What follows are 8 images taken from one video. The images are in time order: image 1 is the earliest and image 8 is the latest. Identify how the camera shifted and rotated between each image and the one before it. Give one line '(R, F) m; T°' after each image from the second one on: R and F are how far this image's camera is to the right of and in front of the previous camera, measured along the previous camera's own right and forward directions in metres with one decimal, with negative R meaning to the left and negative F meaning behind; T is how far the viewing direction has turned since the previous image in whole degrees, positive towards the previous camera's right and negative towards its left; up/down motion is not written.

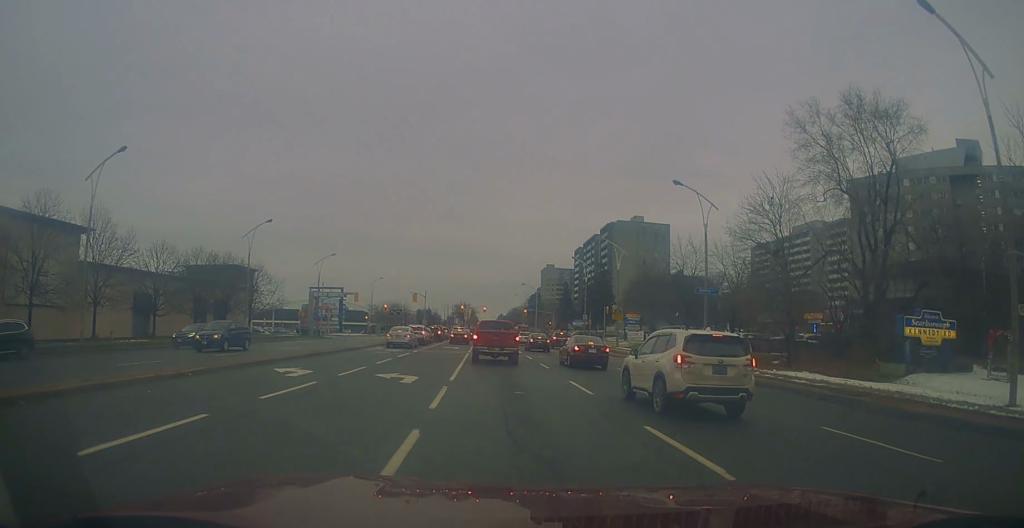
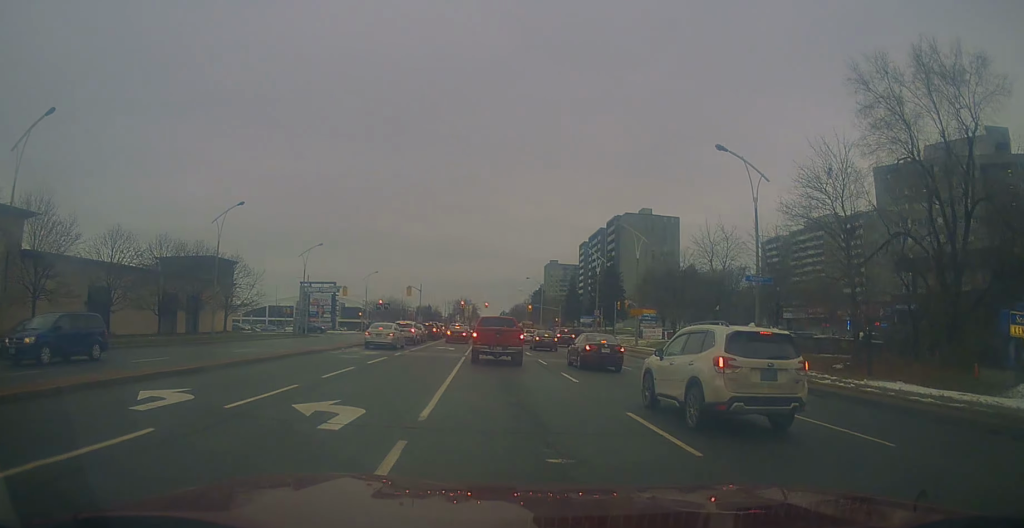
(-0.2, +7.8) m; 0°
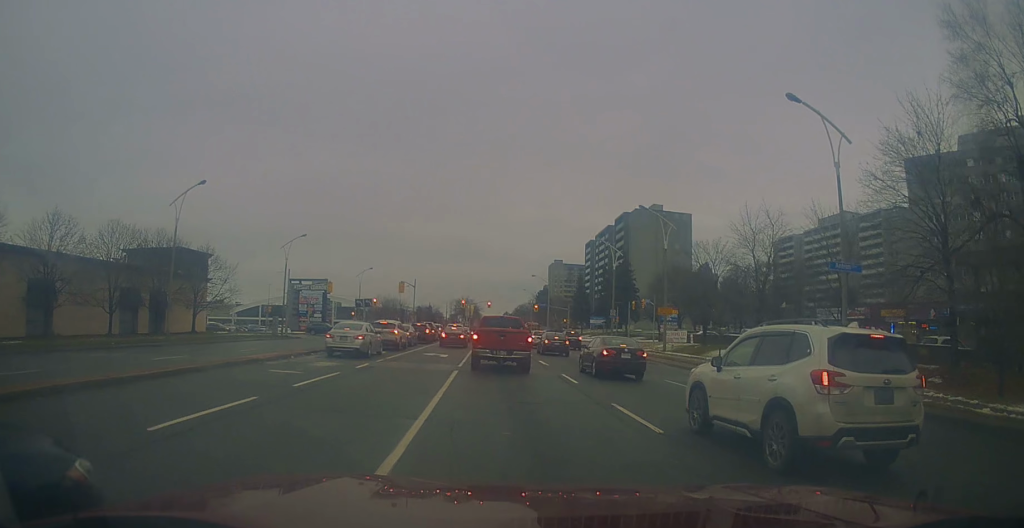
(+0.1, +8.6) m; 0°
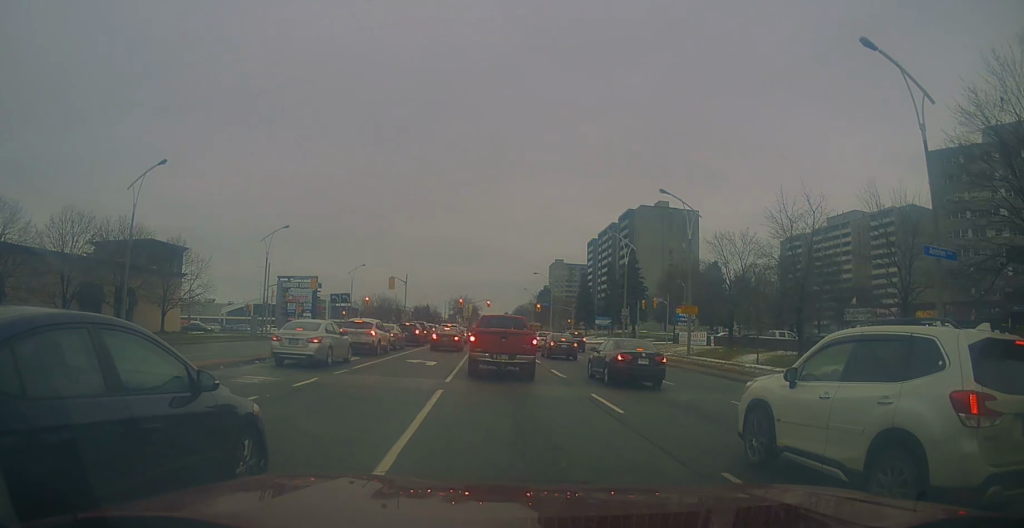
(+0.1, +6.5) m; 0°
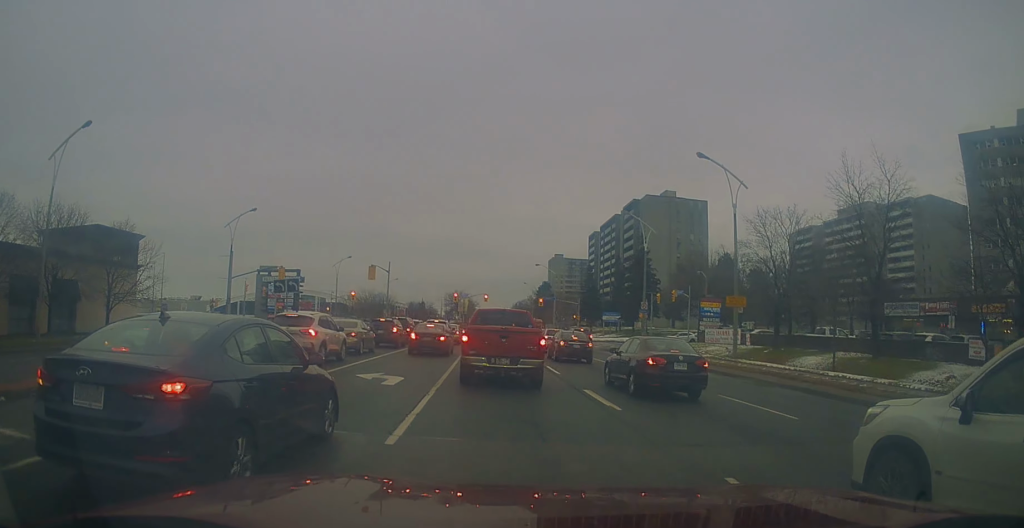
(-0.1, +9.3) m; -1°
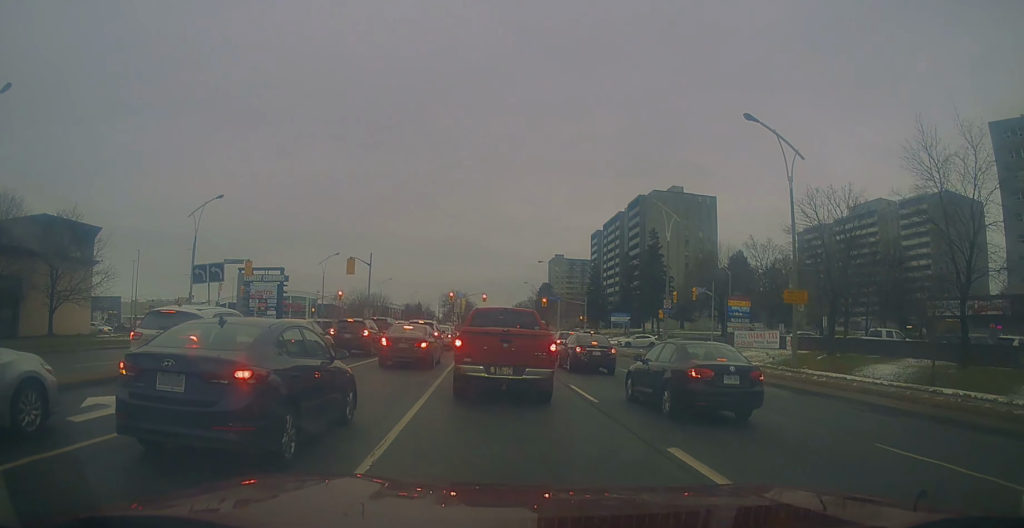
(-0.3, +8.0) m; -3°
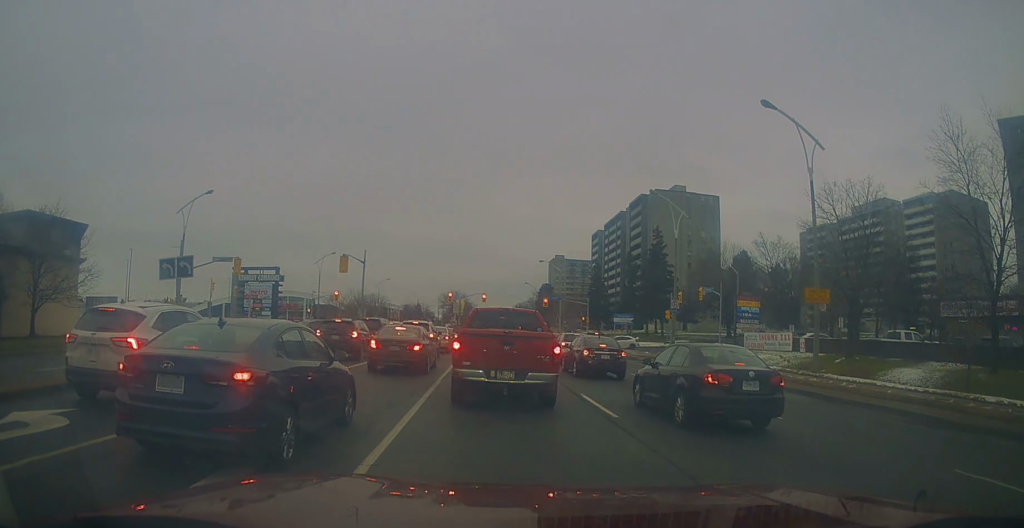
(0.0, +2.1) m; +1°
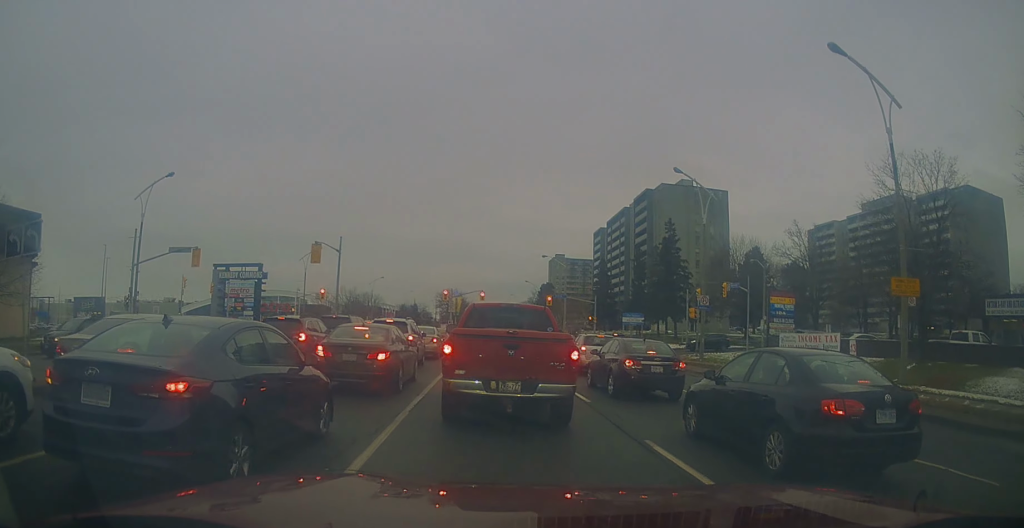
(+0.4, +6.5) m; 0°
